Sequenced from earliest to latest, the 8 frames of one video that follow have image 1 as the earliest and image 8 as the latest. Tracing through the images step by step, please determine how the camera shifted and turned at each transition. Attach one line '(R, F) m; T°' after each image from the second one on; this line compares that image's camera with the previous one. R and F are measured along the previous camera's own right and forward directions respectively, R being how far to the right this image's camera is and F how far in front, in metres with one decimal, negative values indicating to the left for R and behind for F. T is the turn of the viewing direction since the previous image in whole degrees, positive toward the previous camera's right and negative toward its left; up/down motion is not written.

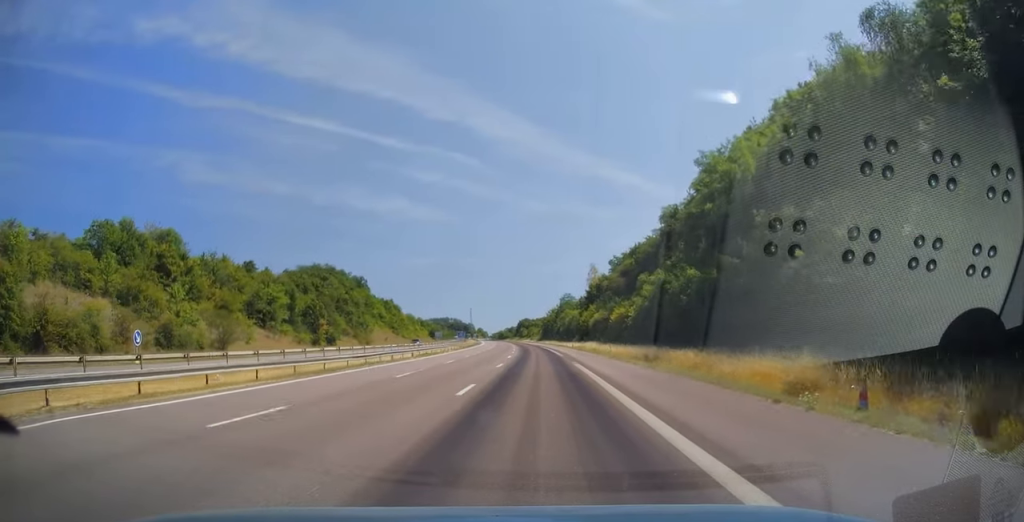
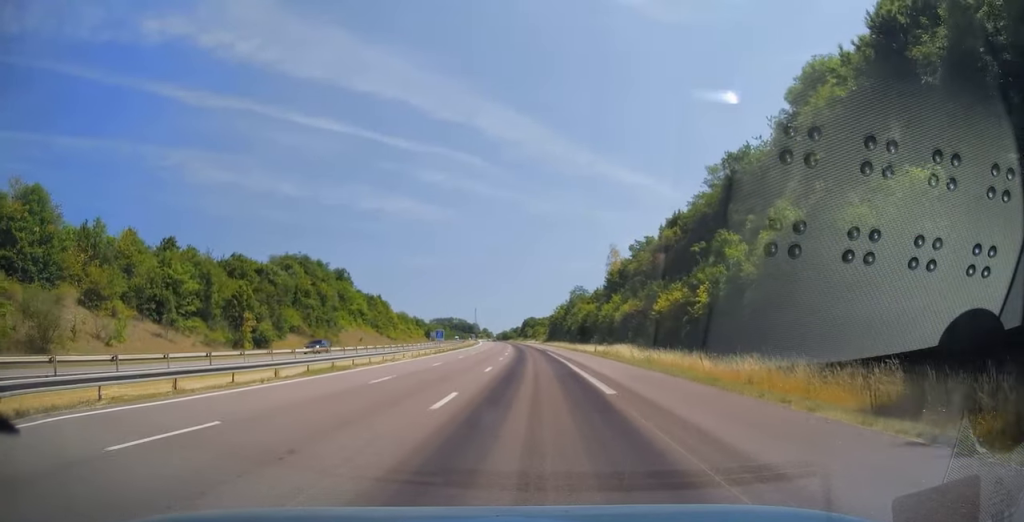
(-0.2, +29.8) m; -1°
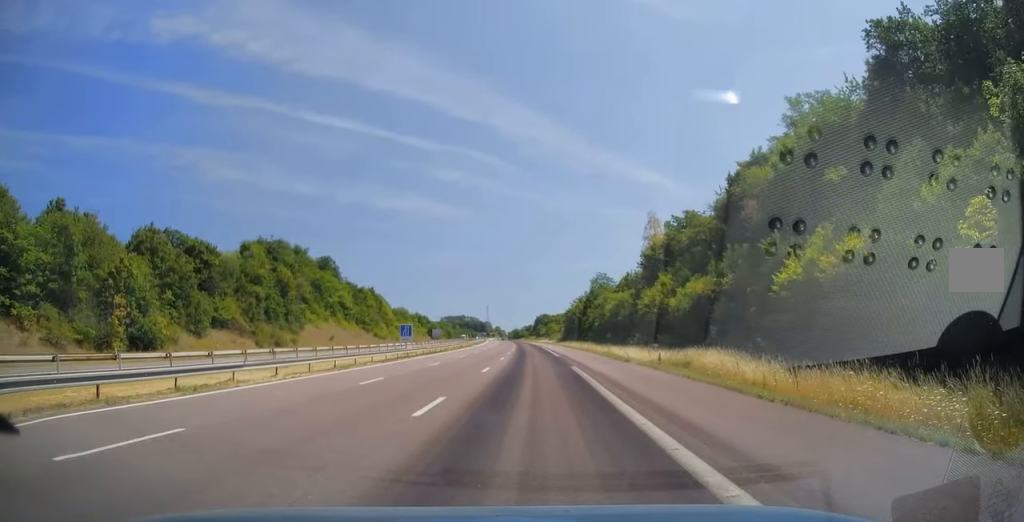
(-0.2, +28.3) m; -1°
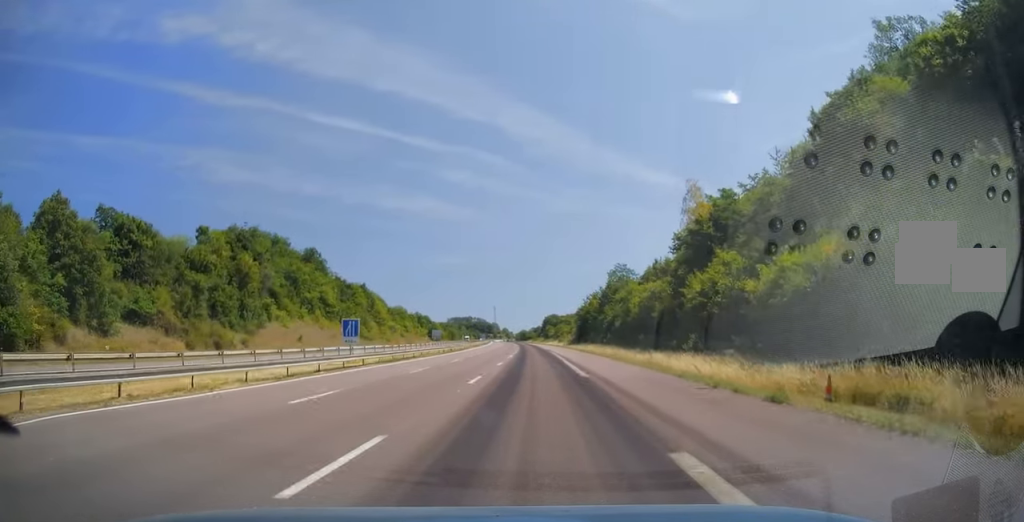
(+0.2, +19.2) m; -1°
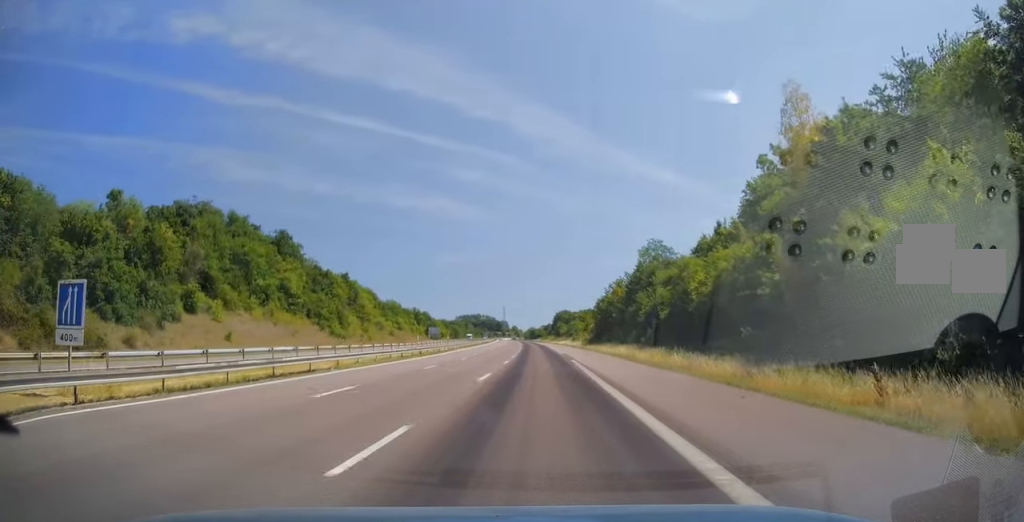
(-0.8, +26.3) m; -1°
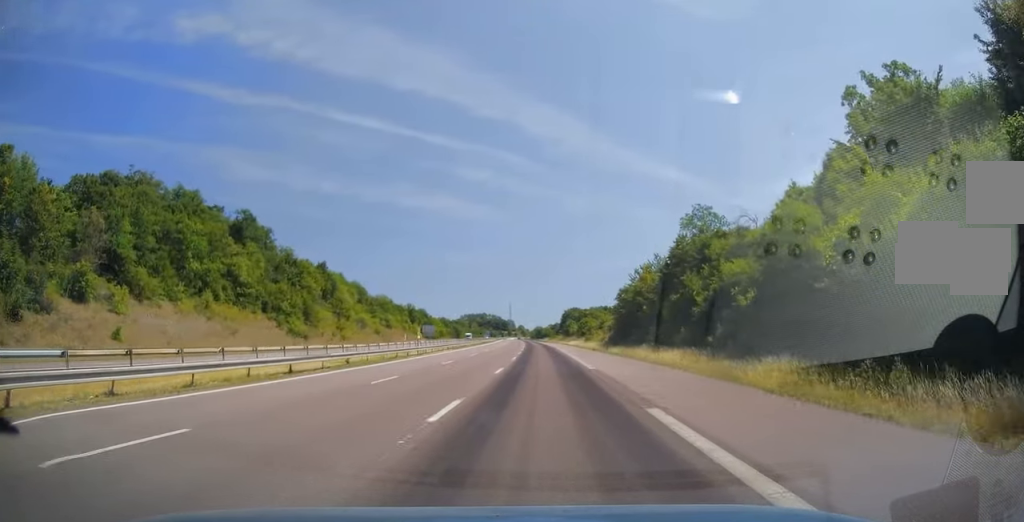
(+0.2, +22.7) m; -1°
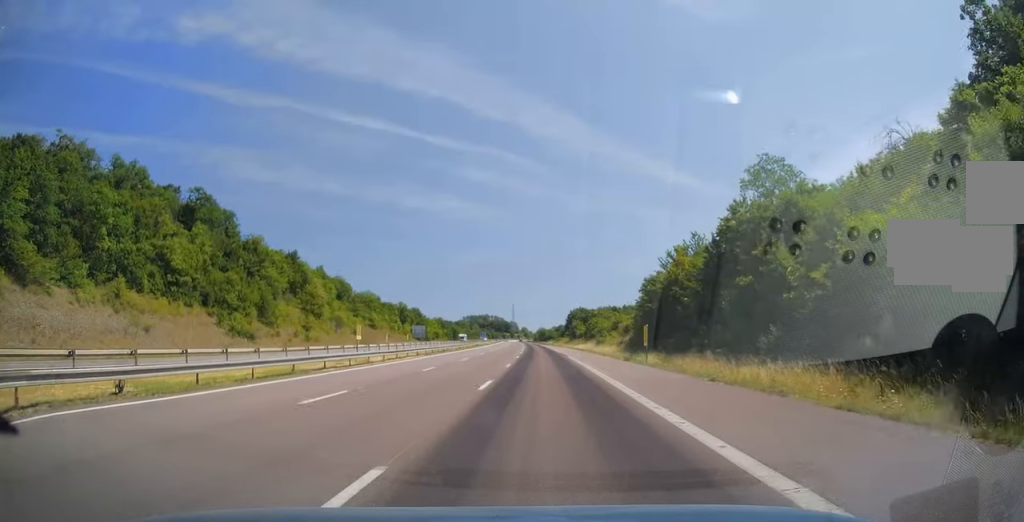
(0.0, +19.7) m; -1°
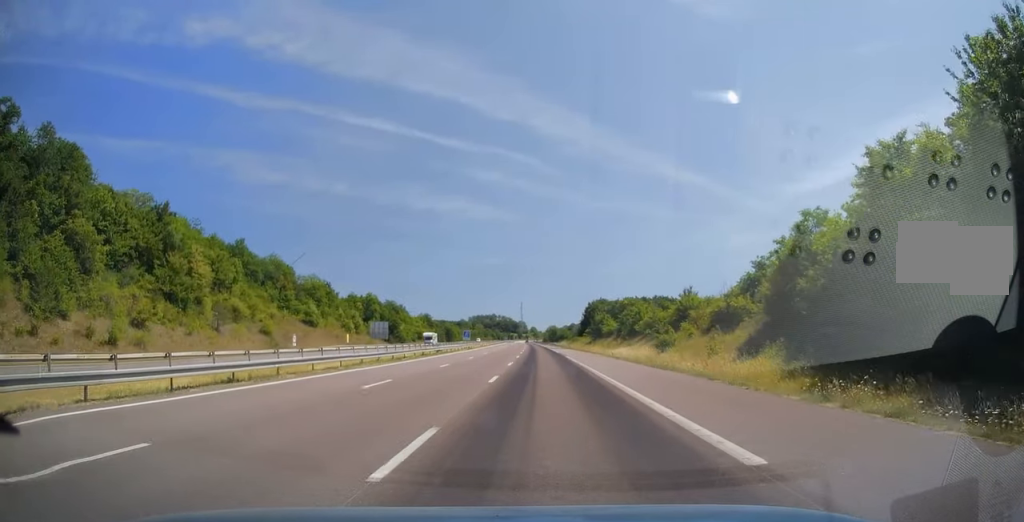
(-0.4, +49.5) m; -1°
